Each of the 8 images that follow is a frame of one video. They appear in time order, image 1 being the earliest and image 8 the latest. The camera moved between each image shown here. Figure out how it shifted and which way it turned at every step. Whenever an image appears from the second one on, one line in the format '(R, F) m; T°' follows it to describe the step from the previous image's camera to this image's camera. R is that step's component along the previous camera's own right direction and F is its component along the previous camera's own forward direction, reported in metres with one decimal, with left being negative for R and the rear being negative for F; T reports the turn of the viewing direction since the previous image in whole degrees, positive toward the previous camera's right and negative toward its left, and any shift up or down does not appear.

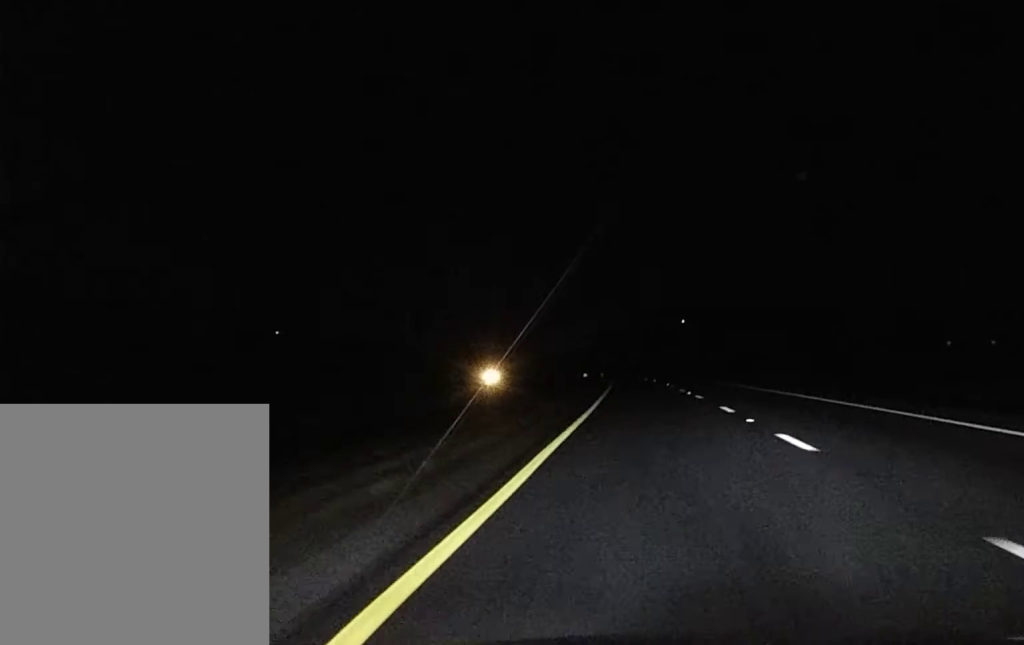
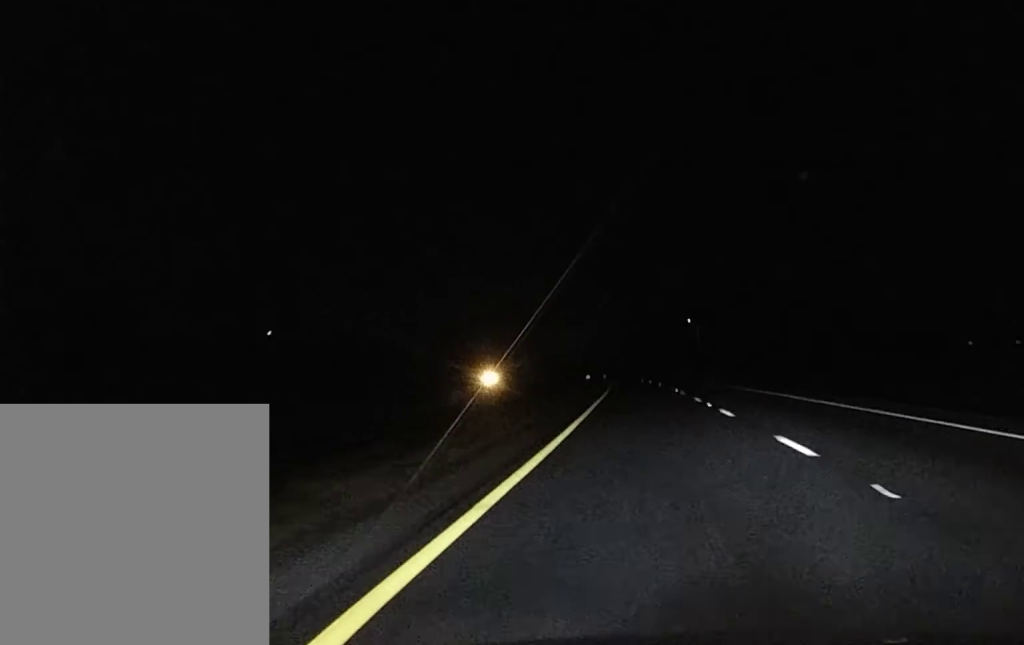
(-0.1, +15.6) m; 0°
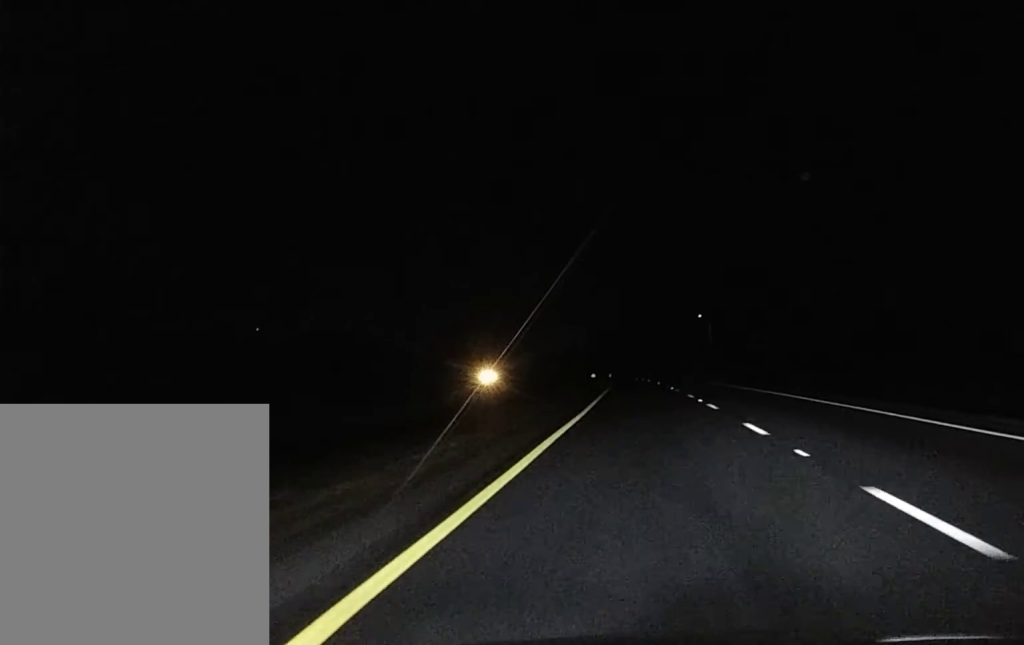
(0.0, +20.8) m; -1°
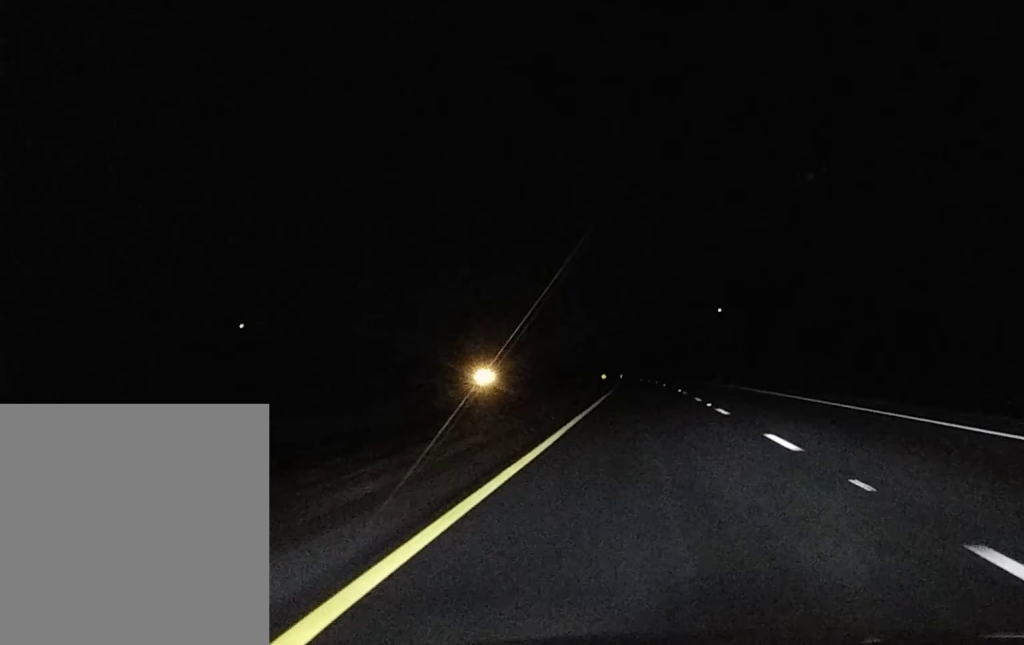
(-0.4, +32.3) m; -1°
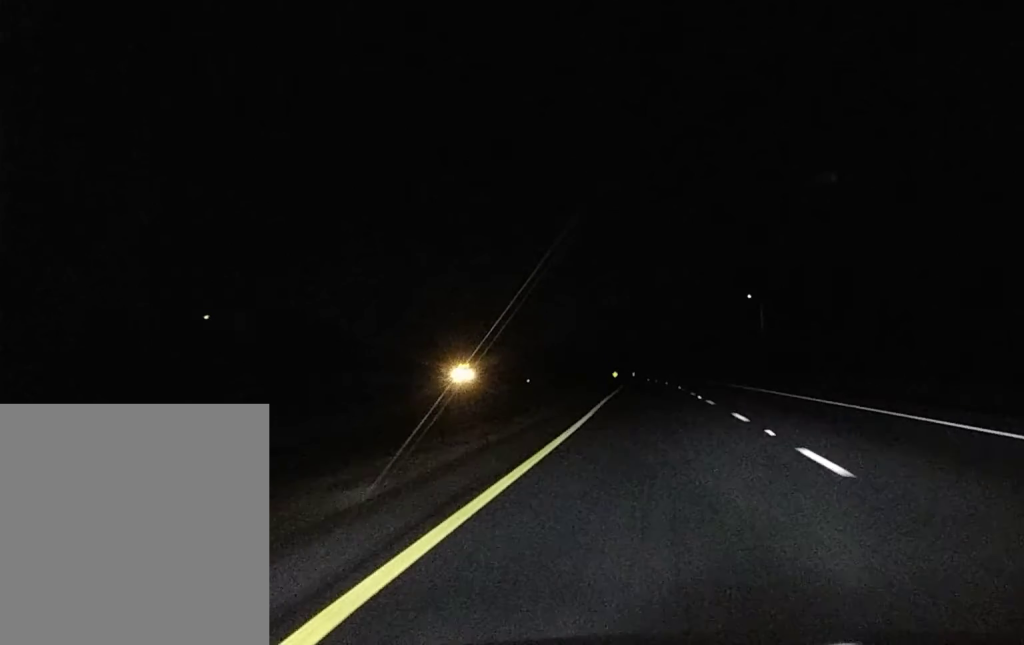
(-0.1, +39.2) m; -1°
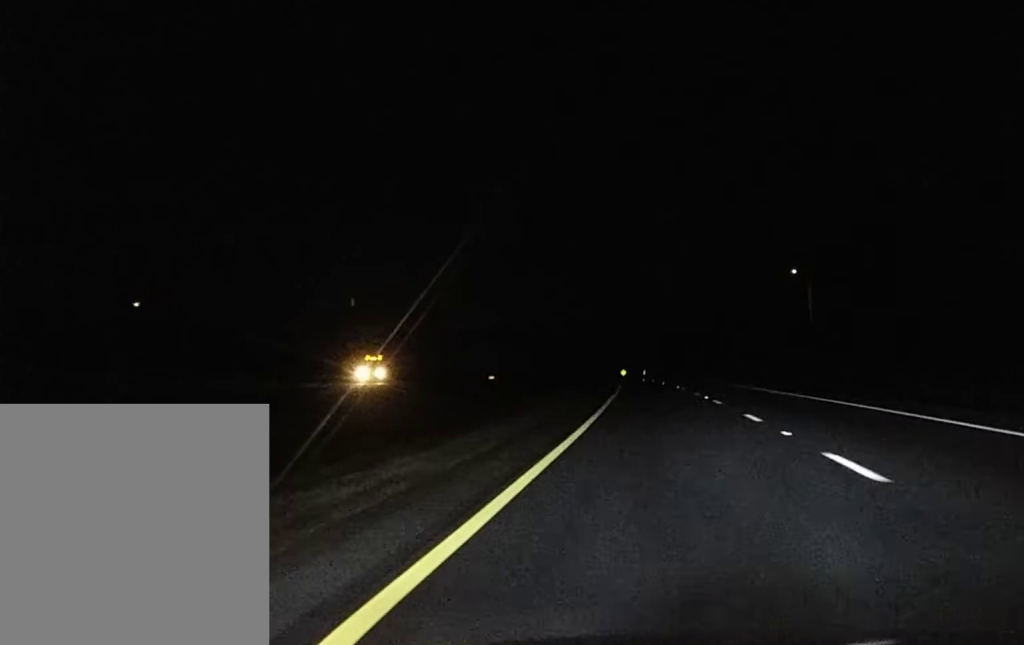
(-0.4, +47.6) m; -1°
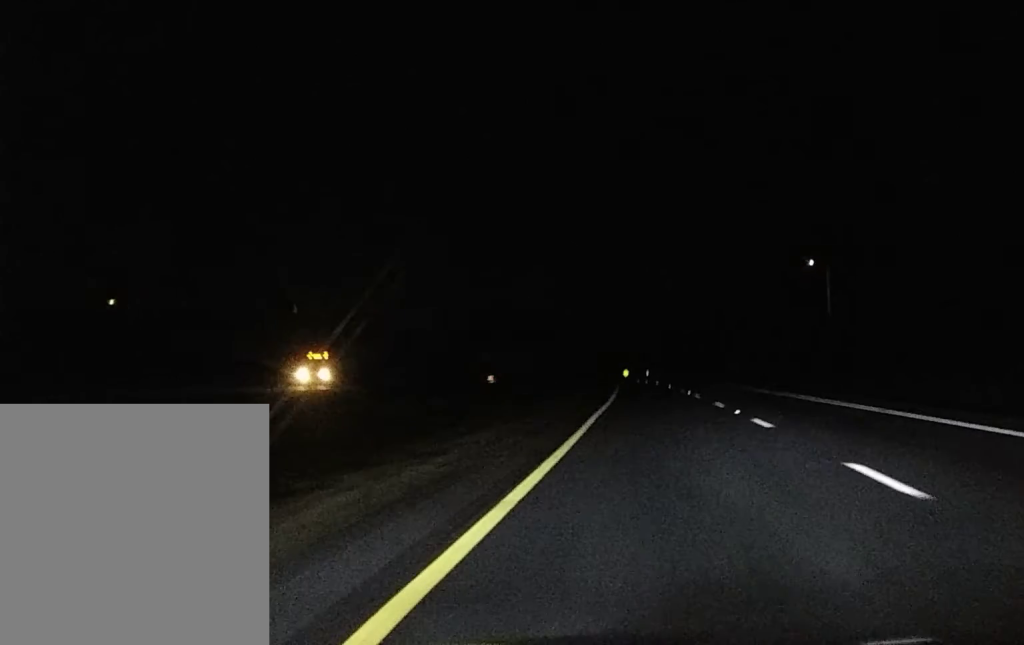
(0.0, +15.6) m; 0°
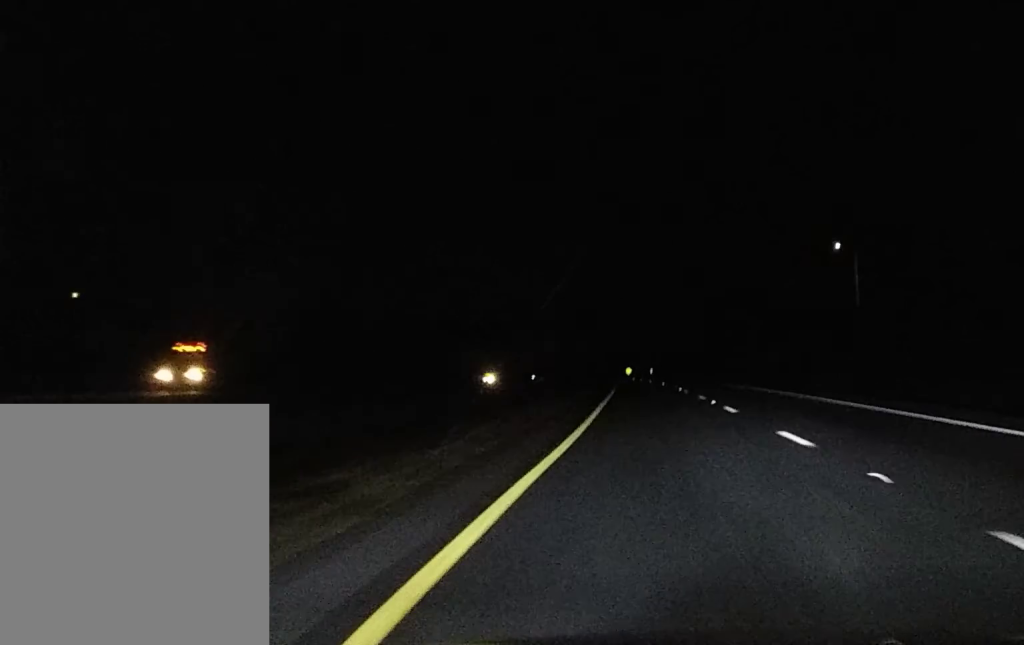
(0.0, +16.5) m; 0°
